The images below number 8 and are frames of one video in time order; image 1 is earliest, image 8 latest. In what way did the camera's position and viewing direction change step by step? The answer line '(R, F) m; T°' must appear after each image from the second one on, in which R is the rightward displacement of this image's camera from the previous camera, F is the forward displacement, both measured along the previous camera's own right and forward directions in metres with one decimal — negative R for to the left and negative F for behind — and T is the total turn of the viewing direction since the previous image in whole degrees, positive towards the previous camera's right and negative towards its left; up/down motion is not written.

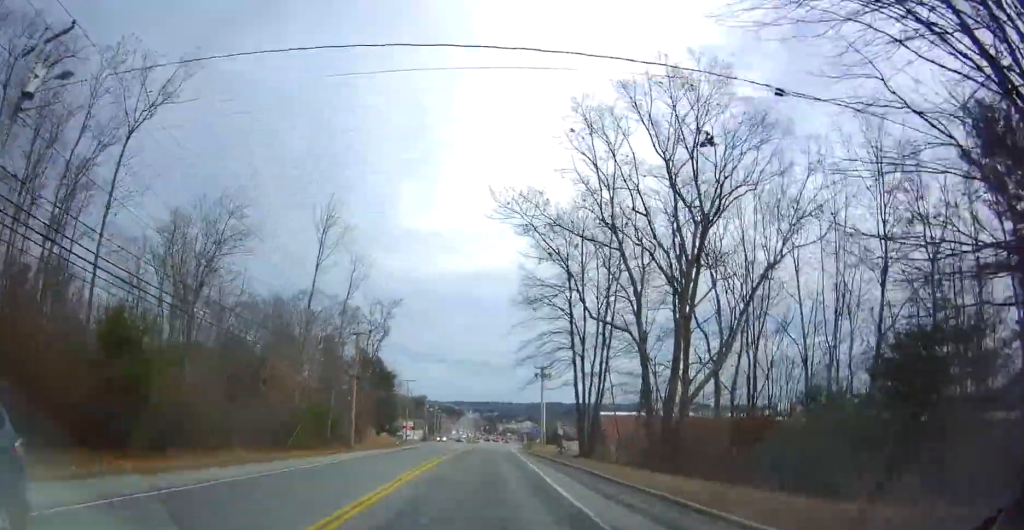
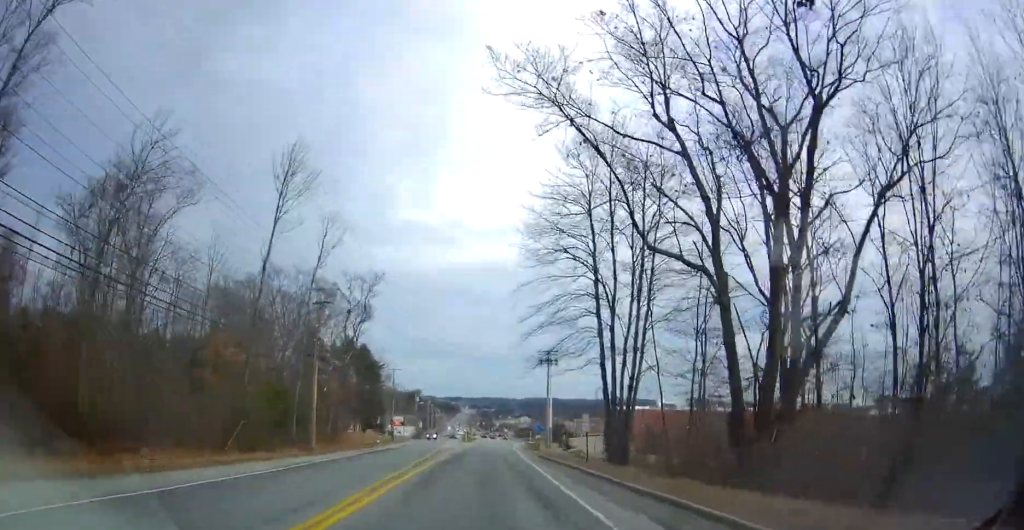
(+0.2, +11.7) m; 0°
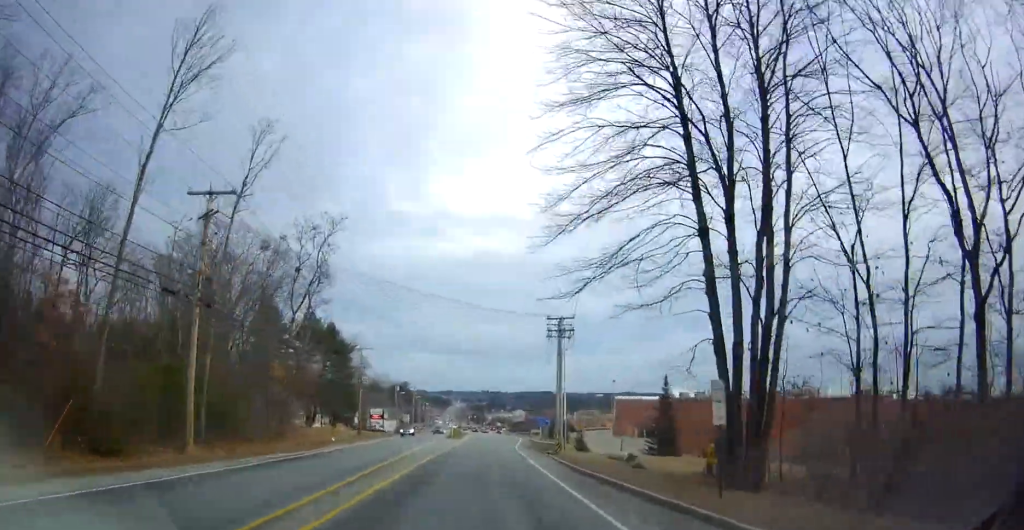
(-0.4, +18.2) m; 0°
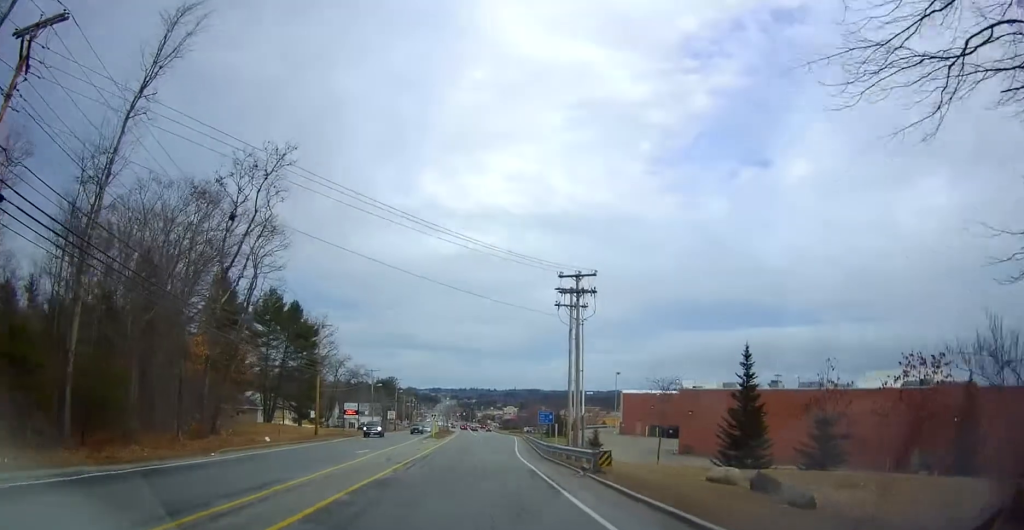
(+0.4, +14.3) m; +2°
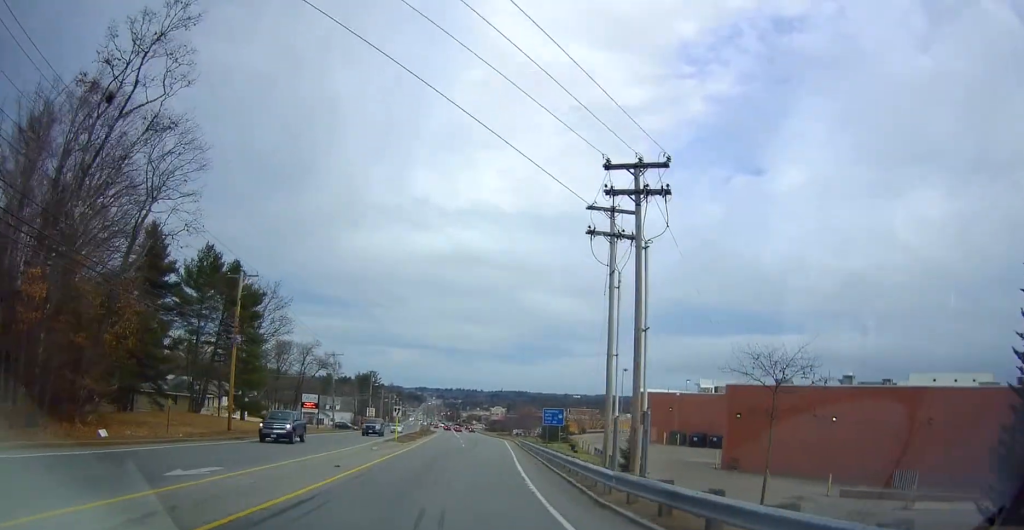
(+0.1, +17.4) m; 0°
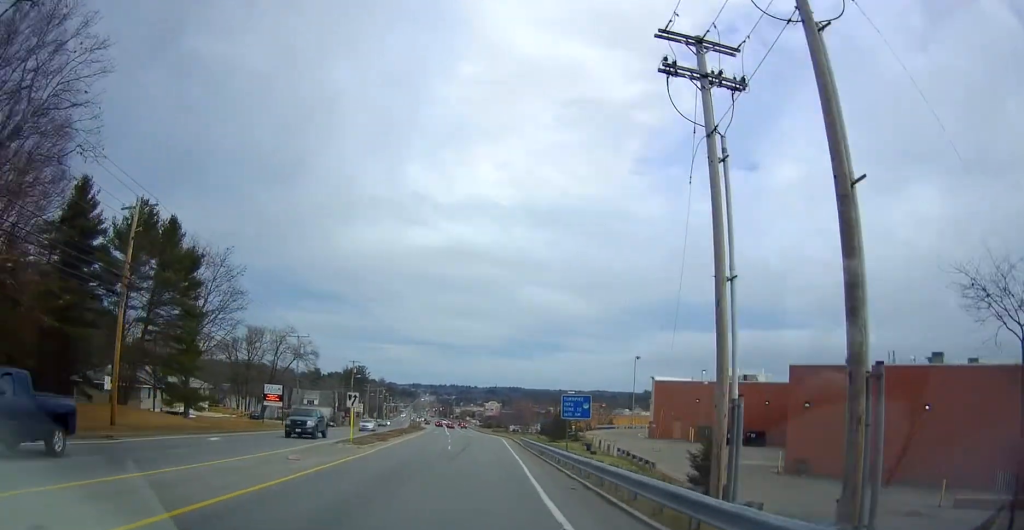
(0.0, +13.3) m; 0°
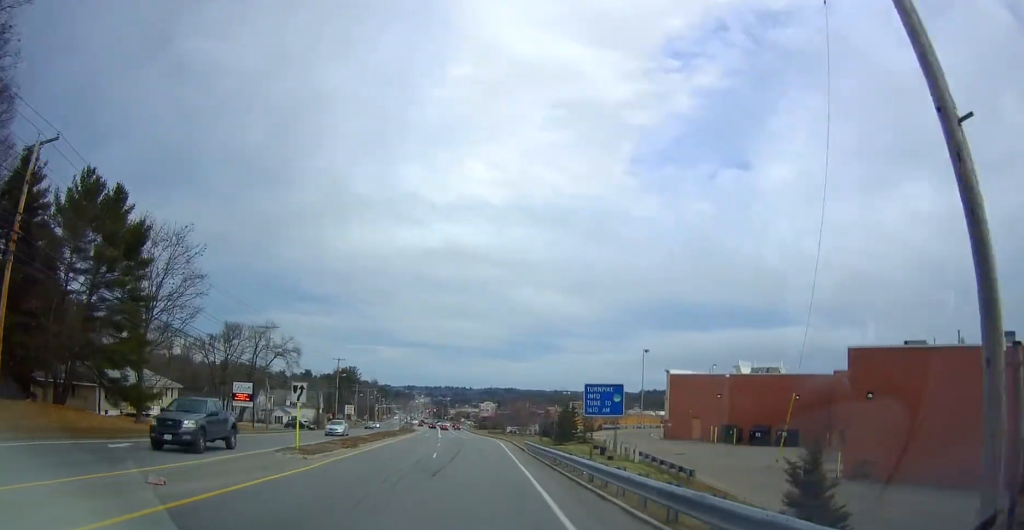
(0.0, +8.3) m; 0°
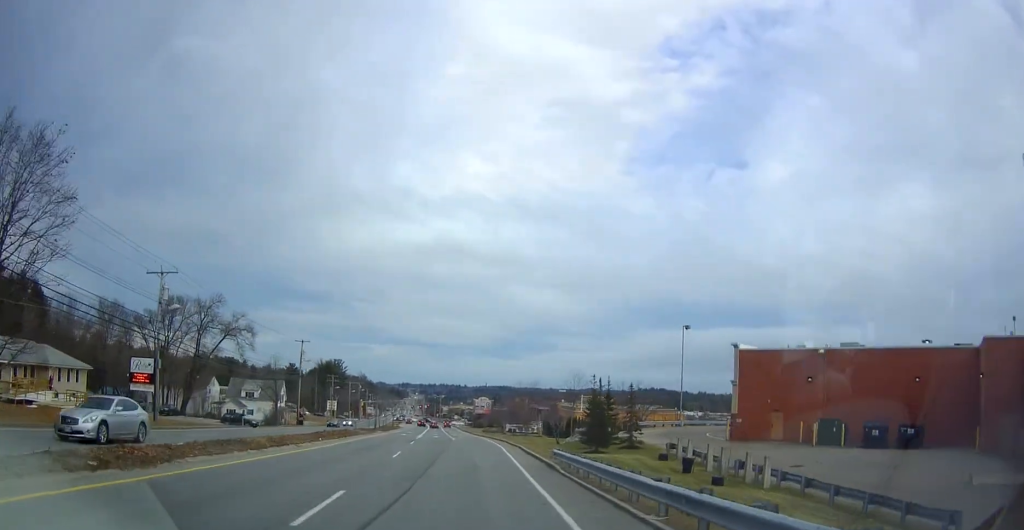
(+0.2, +20.5) m; +2°
